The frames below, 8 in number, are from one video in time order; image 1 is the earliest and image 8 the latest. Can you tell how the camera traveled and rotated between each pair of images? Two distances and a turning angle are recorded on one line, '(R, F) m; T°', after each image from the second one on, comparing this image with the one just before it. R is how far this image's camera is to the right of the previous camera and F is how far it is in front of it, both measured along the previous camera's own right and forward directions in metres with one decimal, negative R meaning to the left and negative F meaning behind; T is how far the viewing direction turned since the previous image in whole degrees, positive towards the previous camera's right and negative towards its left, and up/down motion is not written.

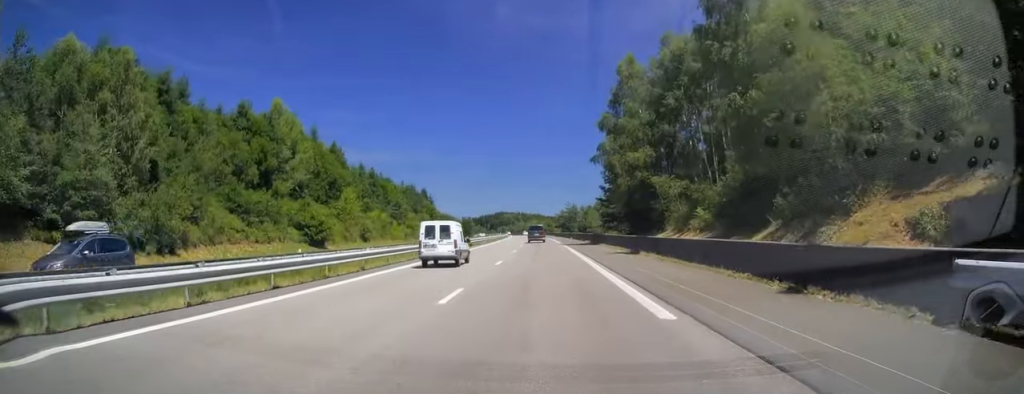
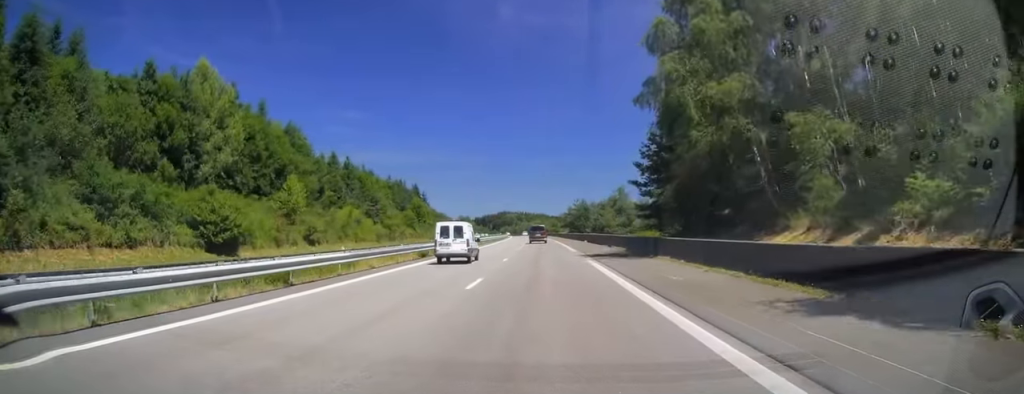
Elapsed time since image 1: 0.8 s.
(-0.2, +23.1) m; -1°
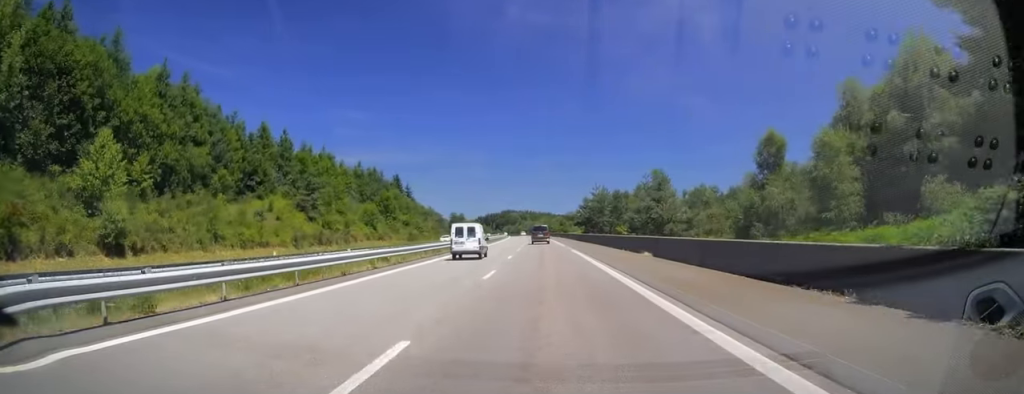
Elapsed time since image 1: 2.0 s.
(-0.1, +35.9) m; 0°
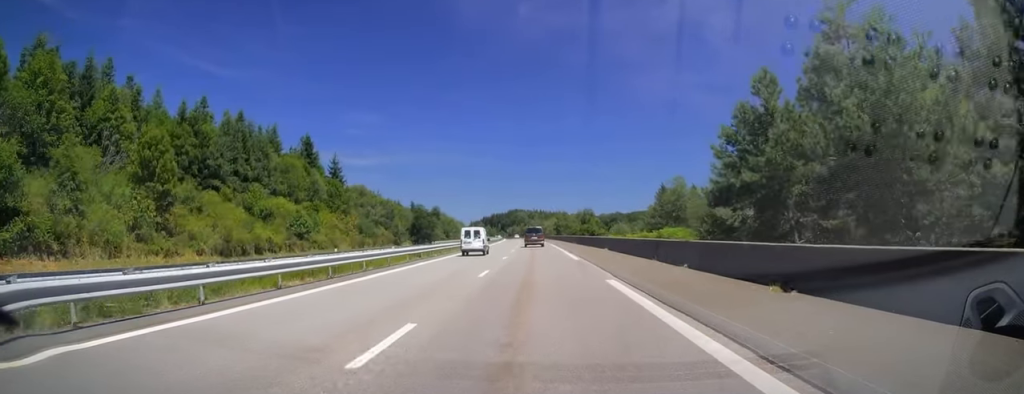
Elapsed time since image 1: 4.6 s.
(-0.7, +76.6) m; -1°
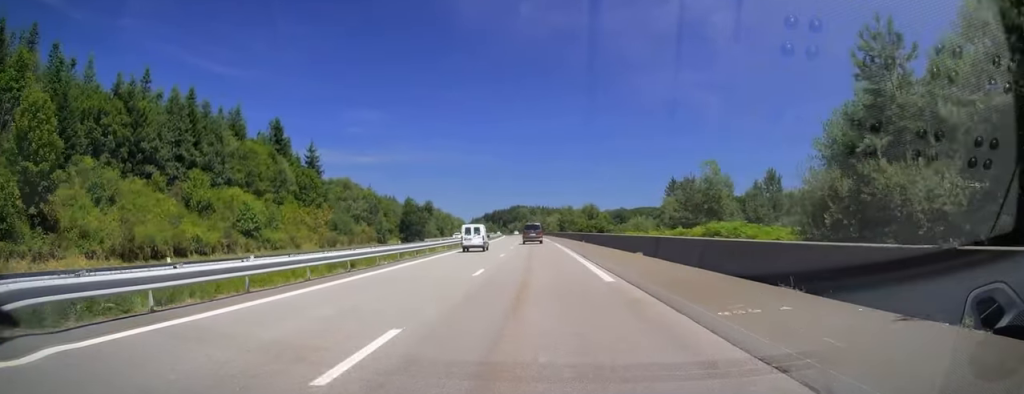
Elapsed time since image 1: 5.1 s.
(0.0, +13.7) m; 0°
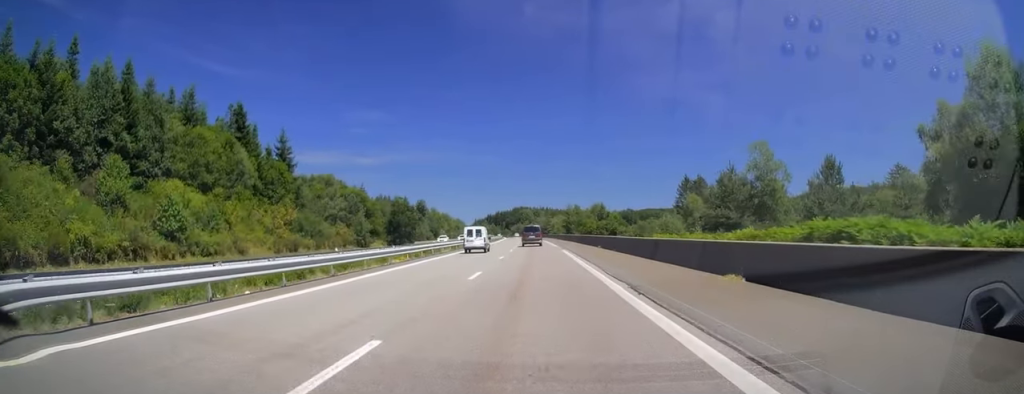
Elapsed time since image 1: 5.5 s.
(+0.1, +13.7) m; 0°
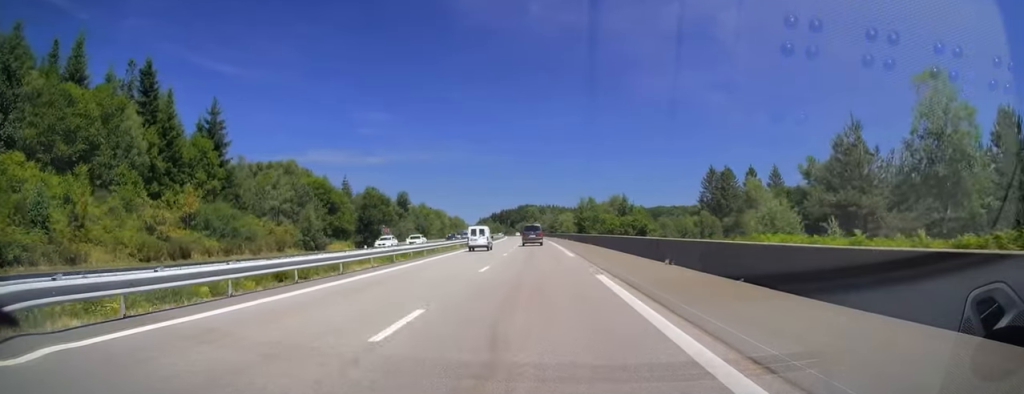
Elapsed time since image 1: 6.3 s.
(-0.3, +23.1) m; -1°
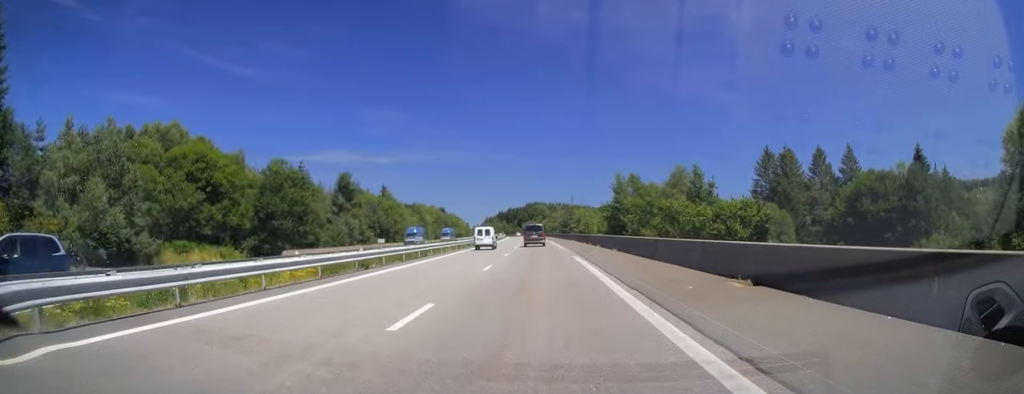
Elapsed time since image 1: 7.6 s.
(-0.2, +38.2) m; 0°
